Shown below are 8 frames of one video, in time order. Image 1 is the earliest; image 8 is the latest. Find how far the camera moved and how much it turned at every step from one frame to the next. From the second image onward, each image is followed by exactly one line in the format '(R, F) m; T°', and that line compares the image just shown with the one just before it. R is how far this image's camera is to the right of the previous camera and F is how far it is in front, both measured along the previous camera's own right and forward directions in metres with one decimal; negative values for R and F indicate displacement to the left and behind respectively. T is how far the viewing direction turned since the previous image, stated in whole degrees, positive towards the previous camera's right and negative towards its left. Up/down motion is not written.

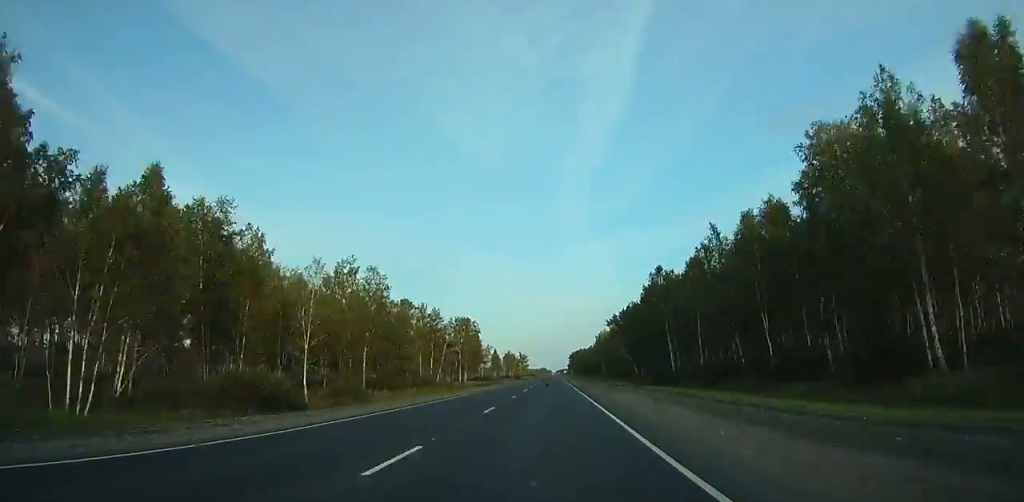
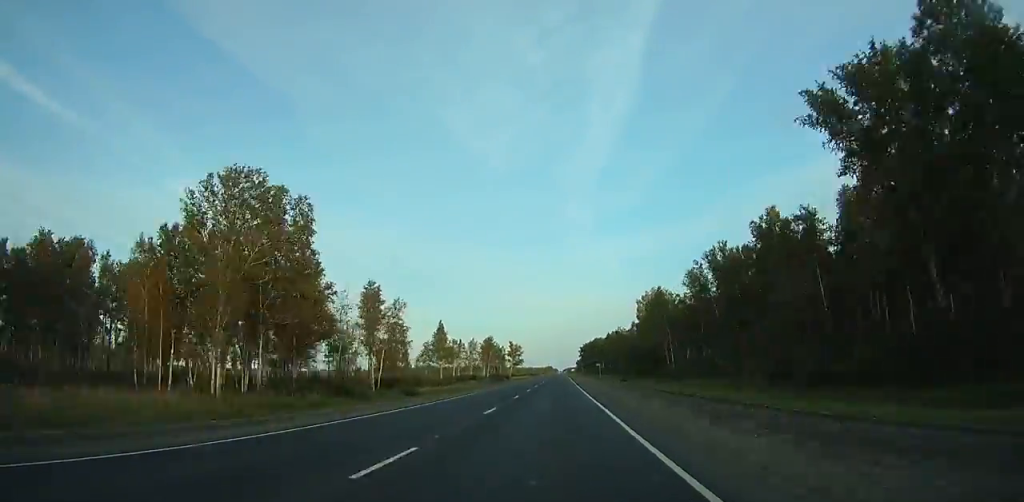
(-17.5, +124.3) m; -8°
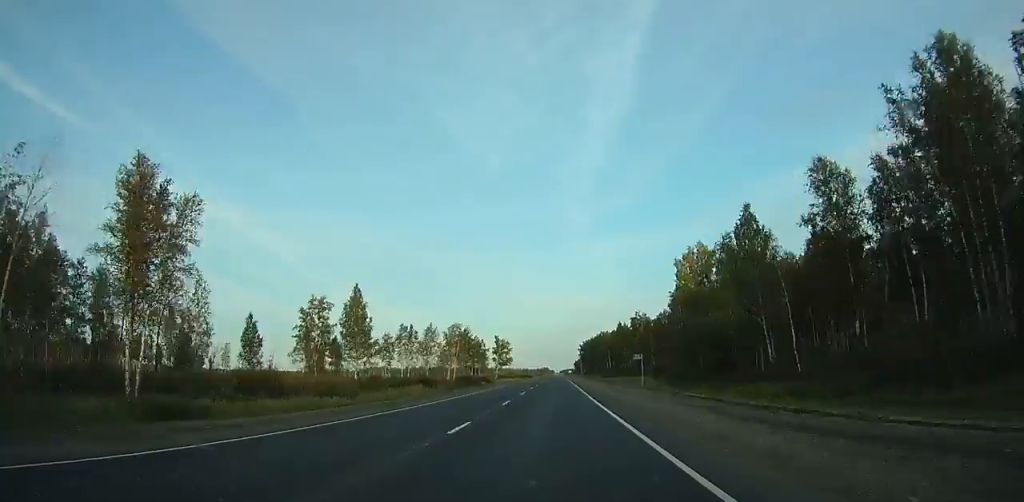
(+4.5, +54.0) m; +3°
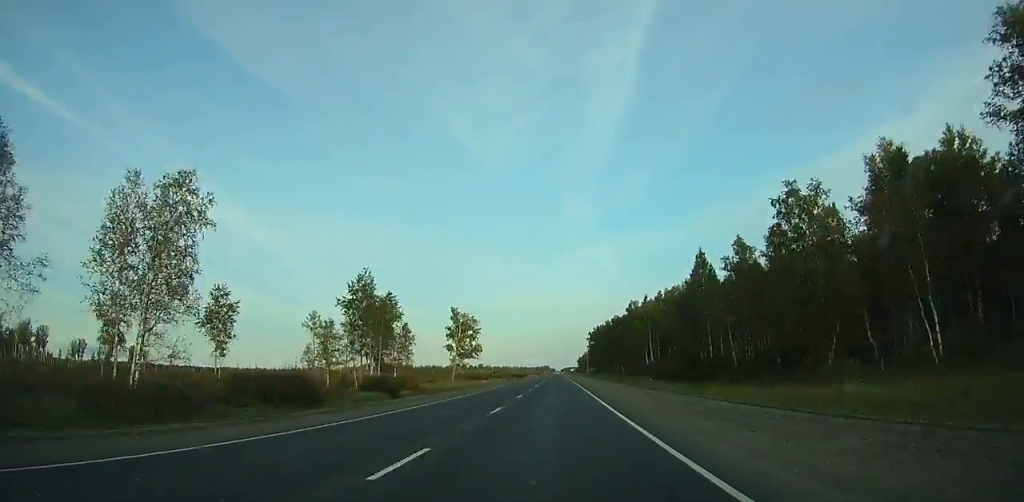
(+3.6, +100.5) m; +2°
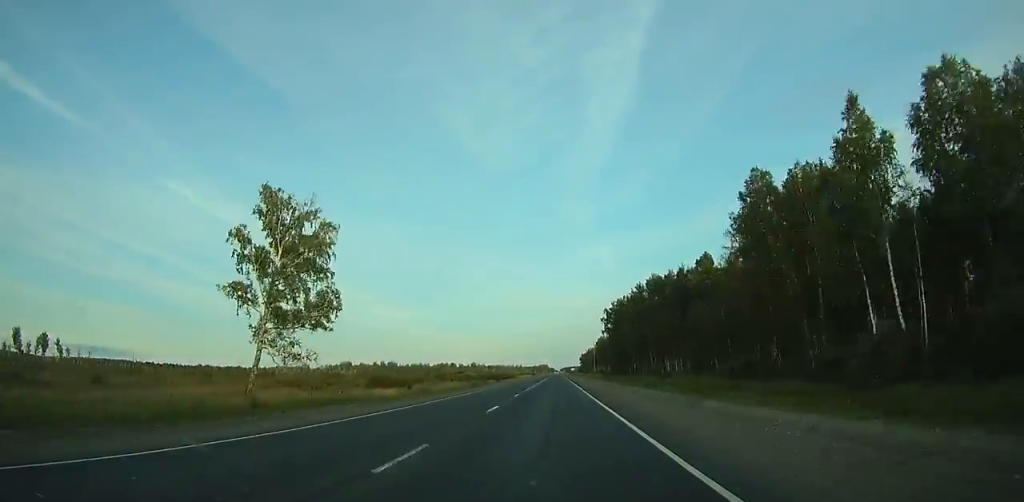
(+0.4, +96.5) m; 0°
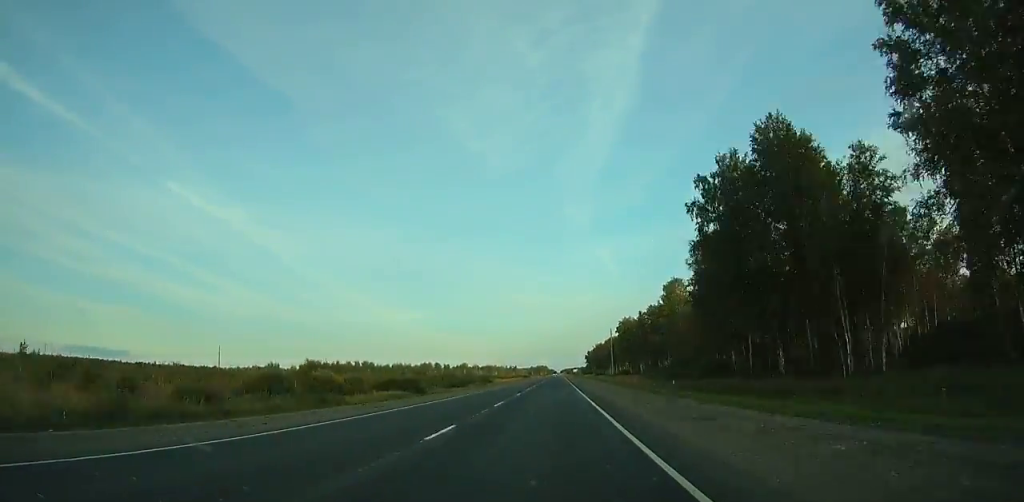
(0.0, +119.0) m; 0°
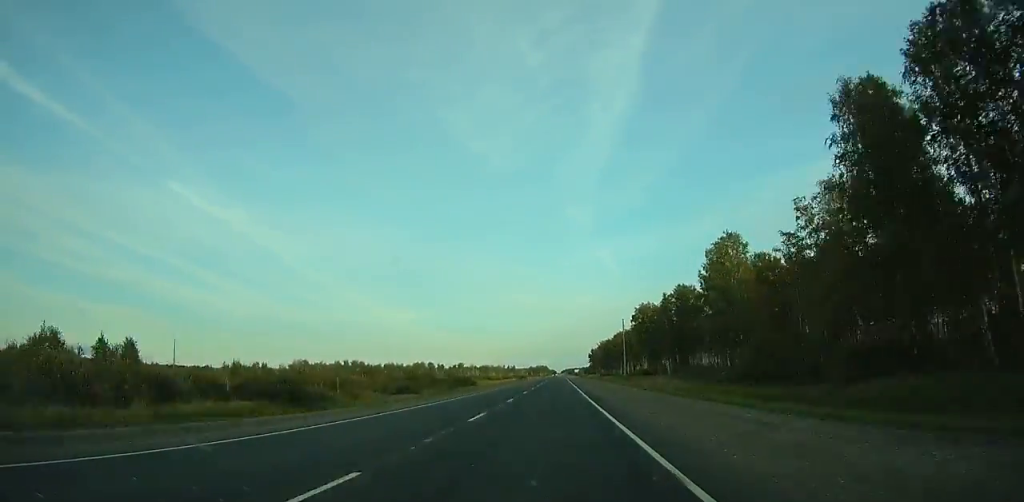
(-0.1, +43.2) m; 0°
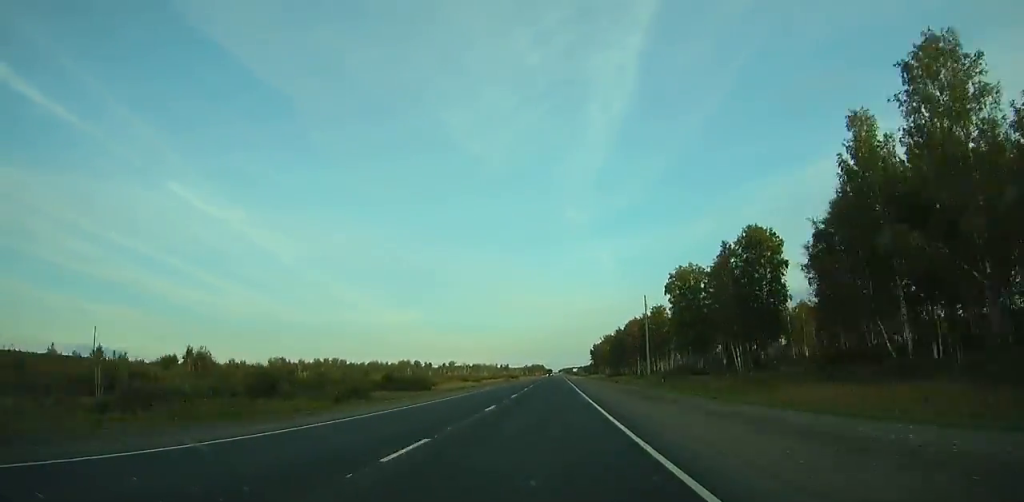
(0.0, +55.6) m; 0°
